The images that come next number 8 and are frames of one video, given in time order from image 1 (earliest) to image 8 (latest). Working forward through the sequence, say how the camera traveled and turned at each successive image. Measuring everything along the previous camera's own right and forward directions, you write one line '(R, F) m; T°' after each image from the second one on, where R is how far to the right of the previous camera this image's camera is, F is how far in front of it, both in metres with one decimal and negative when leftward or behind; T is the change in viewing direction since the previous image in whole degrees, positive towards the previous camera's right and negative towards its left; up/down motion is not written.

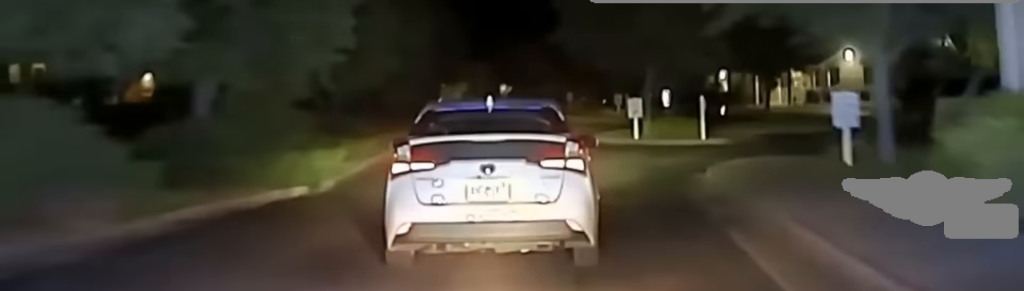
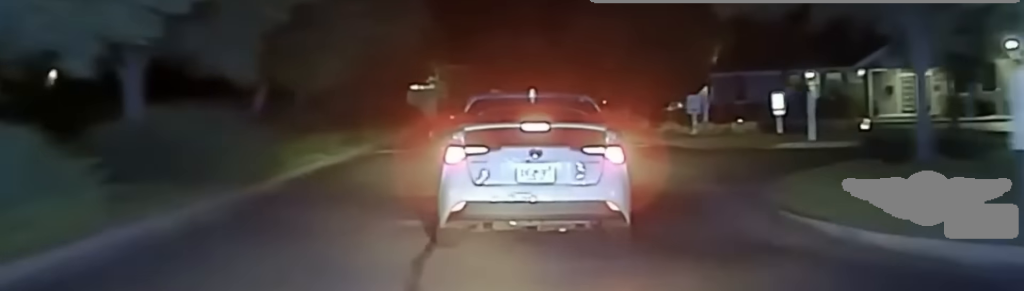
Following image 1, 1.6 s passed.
(+0.2, +34.4) m; +1°
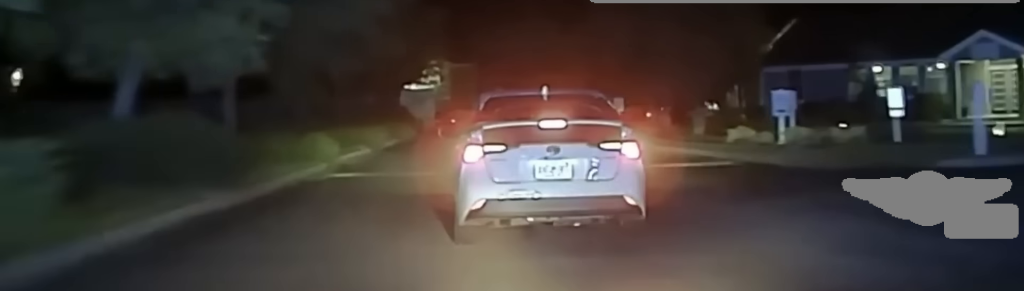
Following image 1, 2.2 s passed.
(0.0, +10.3) m; 0°
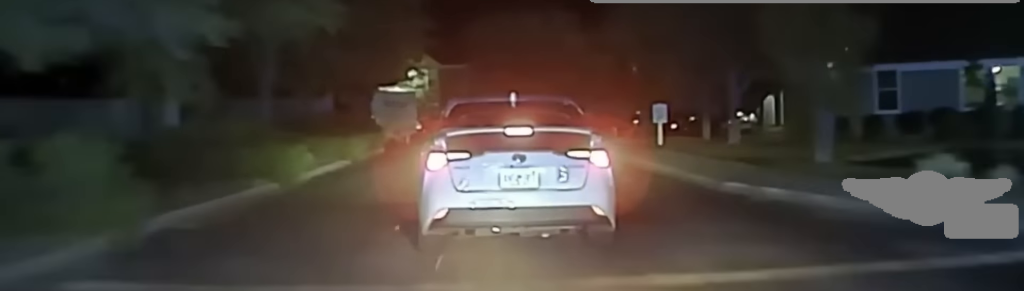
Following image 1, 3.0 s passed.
(0.0, +11.3) m; 0°
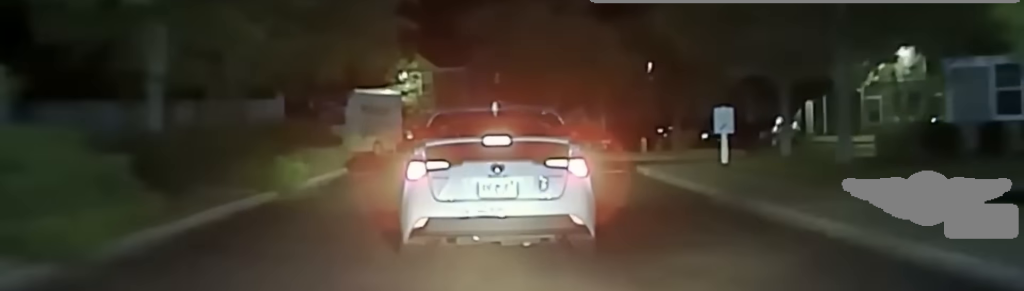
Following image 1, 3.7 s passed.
(0.0, +8.2) m; 0°
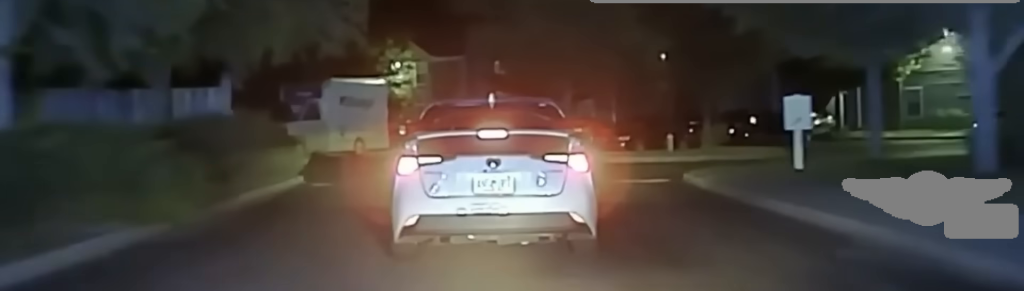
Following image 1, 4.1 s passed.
(0.0, +4.5) m; -1°
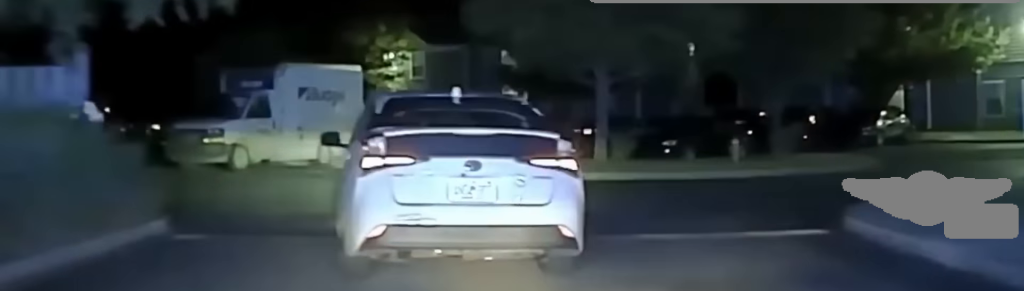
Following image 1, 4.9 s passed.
(-0.1, +7.9) m; -6°
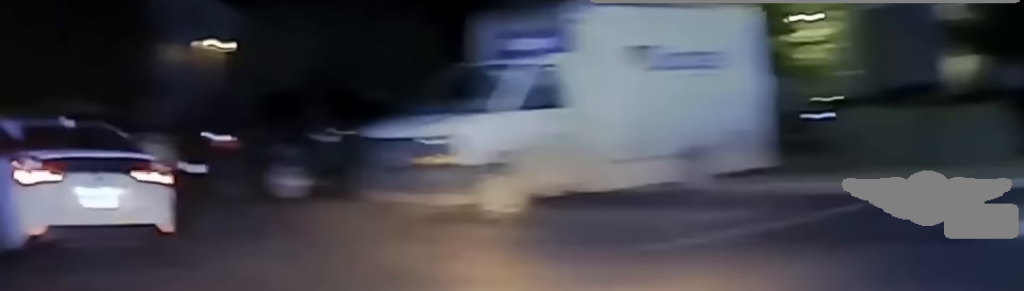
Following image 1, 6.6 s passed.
(-4.1, +16.4) m; -35°
